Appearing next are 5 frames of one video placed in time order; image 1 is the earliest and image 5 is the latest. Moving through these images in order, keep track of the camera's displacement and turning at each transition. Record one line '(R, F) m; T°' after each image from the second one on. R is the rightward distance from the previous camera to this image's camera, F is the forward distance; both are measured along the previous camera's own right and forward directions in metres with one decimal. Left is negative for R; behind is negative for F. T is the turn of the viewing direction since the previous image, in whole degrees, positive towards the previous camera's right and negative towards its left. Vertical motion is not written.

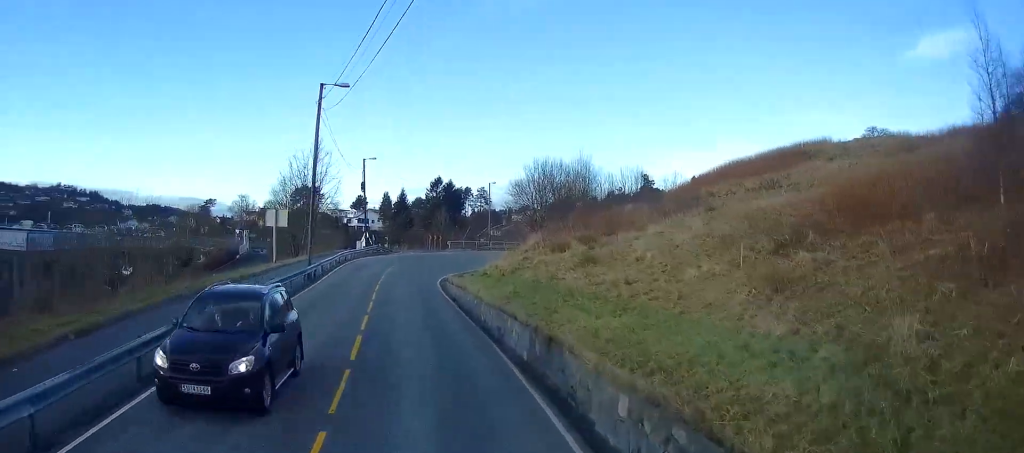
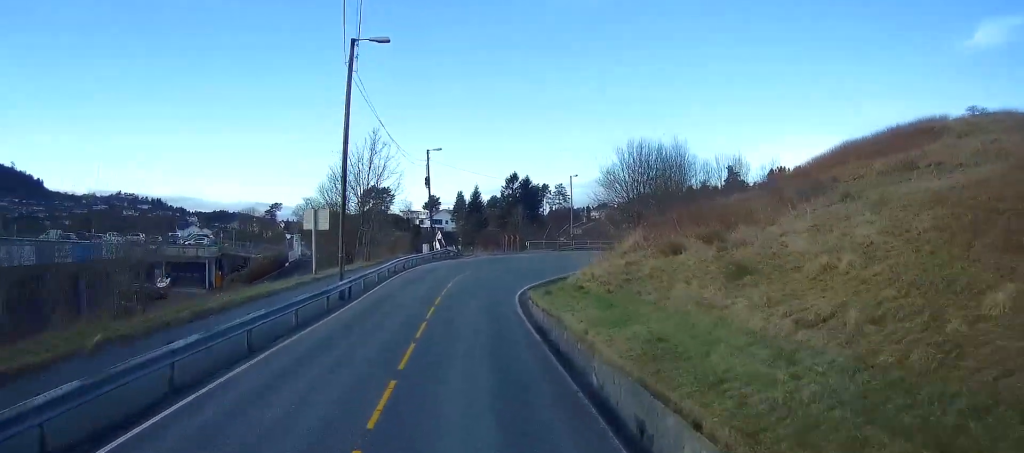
(-0.8, +8.9) m; -7°
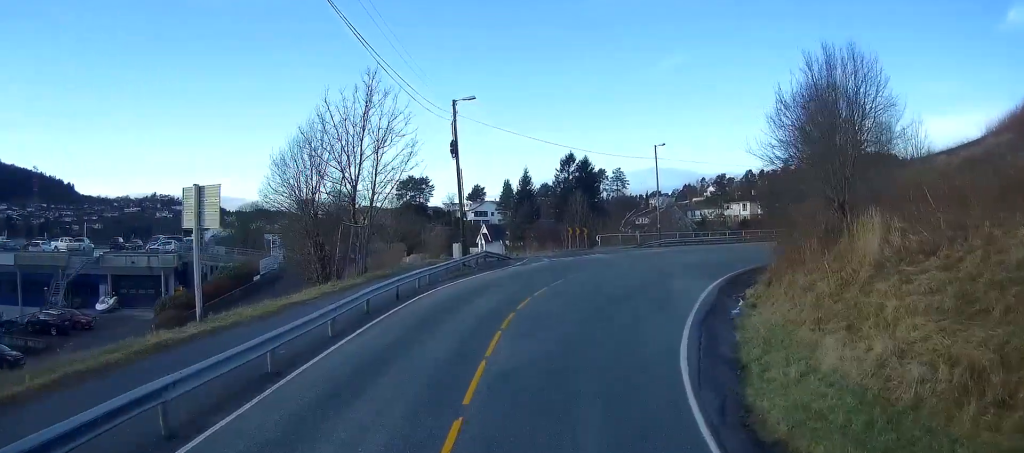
(-0.8, +22.1) m; -2°
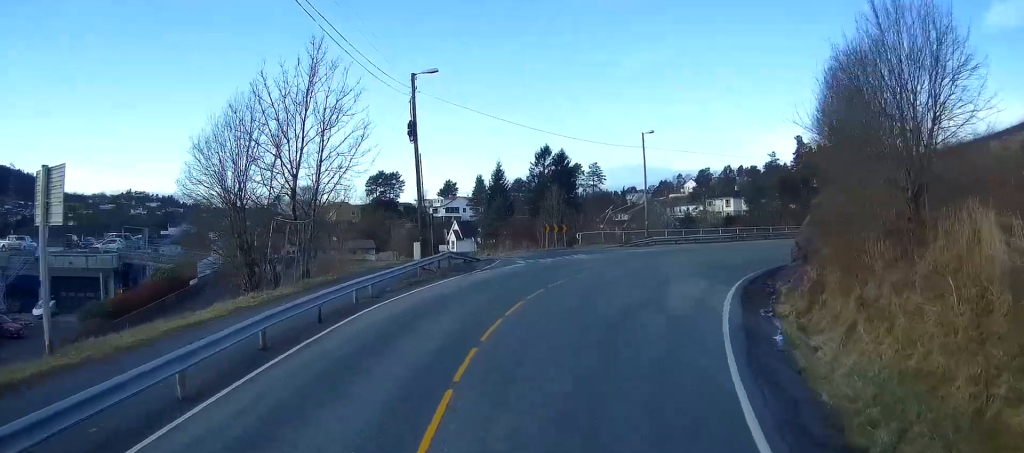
(0.0, +6.5) m; +2°
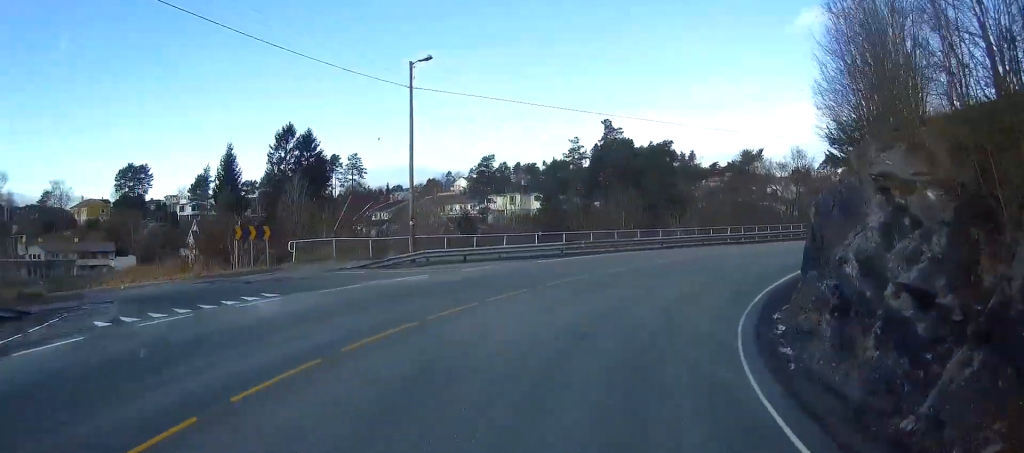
(+2.2, +25.9) m; +12°
